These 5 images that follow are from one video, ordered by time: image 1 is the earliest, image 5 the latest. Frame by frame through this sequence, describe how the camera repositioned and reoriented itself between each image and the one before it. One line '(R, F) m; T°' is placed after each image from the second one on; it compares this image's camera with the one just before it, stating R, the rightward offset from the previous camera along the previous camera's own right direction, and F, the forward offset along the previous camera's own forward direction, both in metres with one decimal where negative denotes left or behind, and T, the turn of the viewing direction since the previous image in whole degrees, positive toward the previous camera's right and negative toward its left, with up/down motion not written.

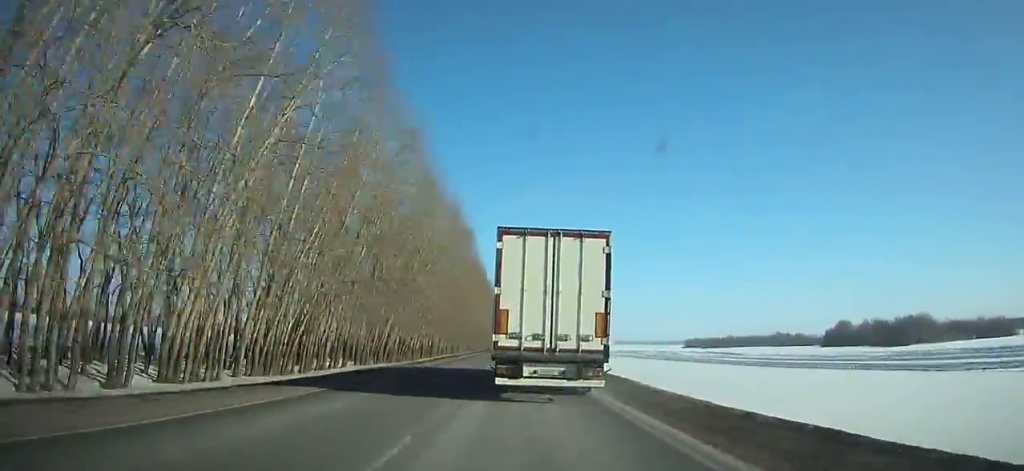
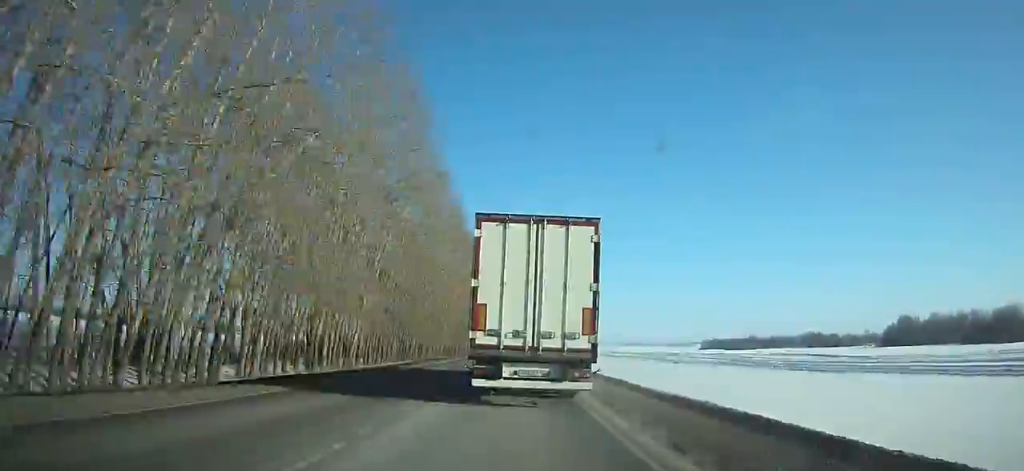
(-0.2, +71.2) m; 0°
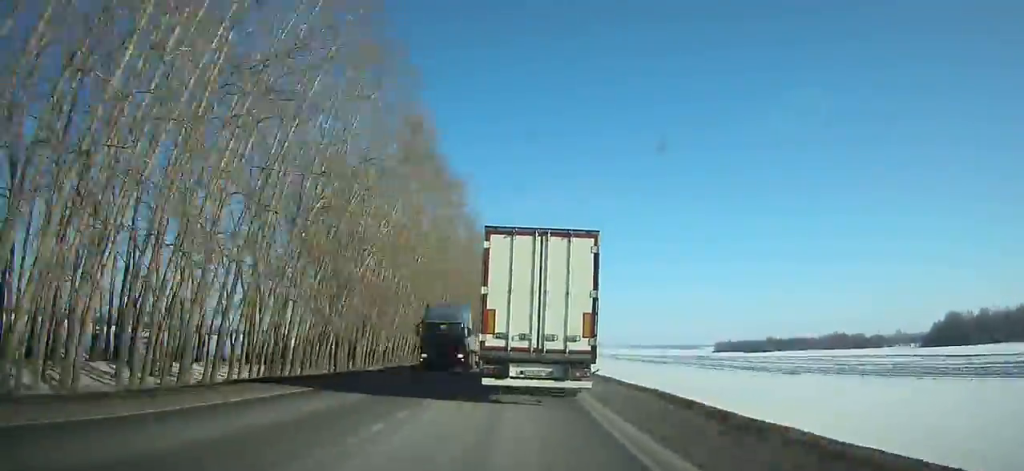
(+0.1, +44.2) m; 0°
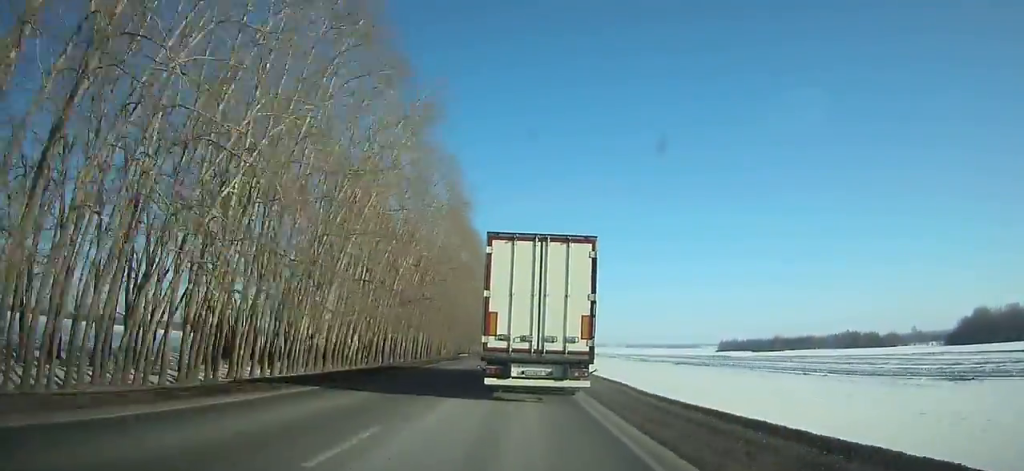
(0.0, +26.1) m; 0°
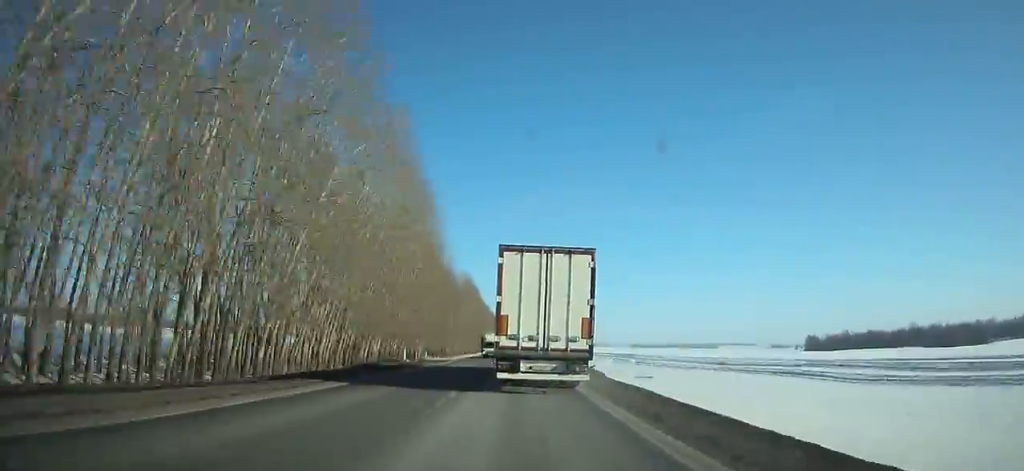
(-0.7, +288.0) m; 0°
